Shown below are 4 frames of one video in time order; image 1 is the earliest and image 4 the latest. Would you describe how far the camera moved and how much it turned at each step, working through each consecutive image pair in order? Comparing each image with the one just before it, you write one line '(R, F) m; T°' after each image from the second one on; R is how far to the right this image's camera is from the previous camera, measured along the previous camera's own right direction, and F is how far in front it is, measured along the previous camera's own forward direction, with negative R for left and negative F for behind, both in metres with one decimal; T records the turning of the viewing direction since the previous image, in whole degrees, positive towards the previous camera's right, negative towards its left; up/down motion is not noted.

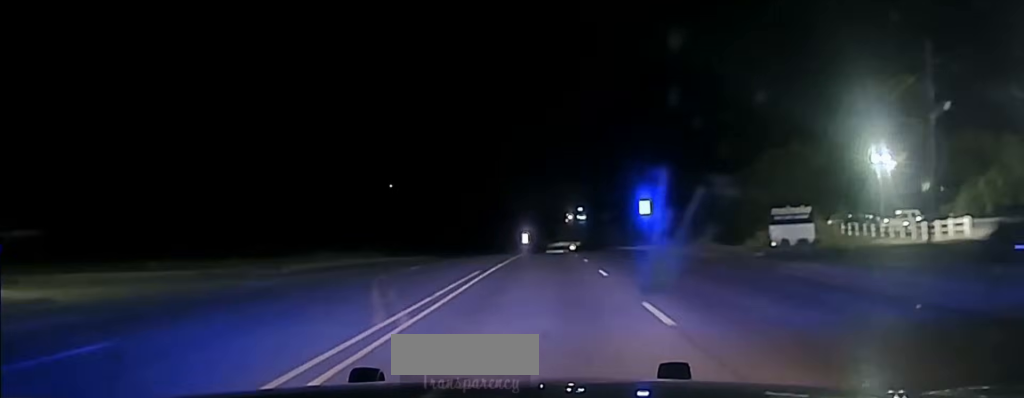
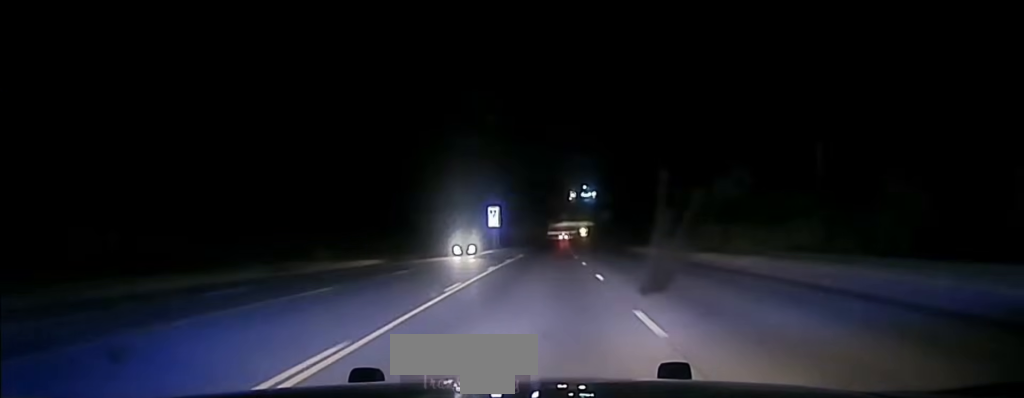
(-0.6, +72.1) m; 0°
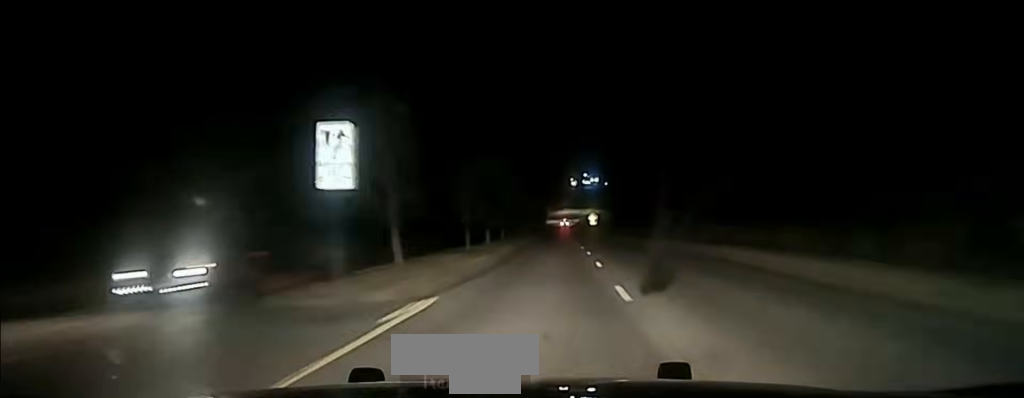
(+0.2, +35.7) m; 0°
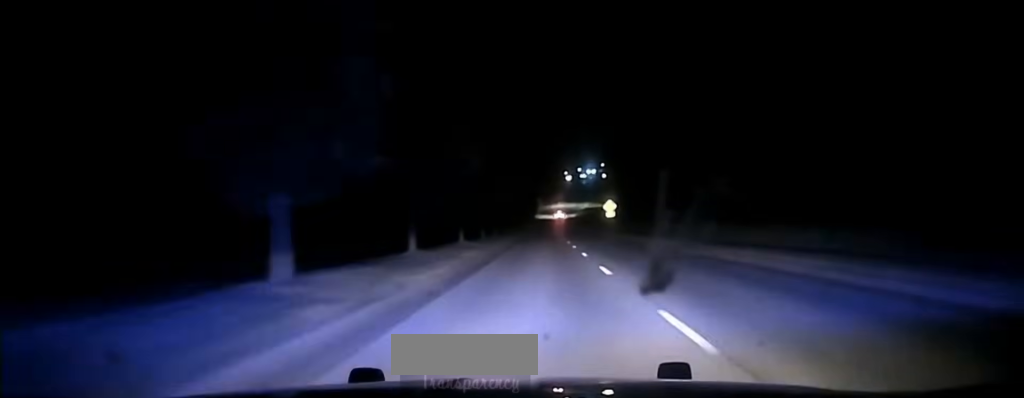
(-0.5, +49.4) m; -1°
